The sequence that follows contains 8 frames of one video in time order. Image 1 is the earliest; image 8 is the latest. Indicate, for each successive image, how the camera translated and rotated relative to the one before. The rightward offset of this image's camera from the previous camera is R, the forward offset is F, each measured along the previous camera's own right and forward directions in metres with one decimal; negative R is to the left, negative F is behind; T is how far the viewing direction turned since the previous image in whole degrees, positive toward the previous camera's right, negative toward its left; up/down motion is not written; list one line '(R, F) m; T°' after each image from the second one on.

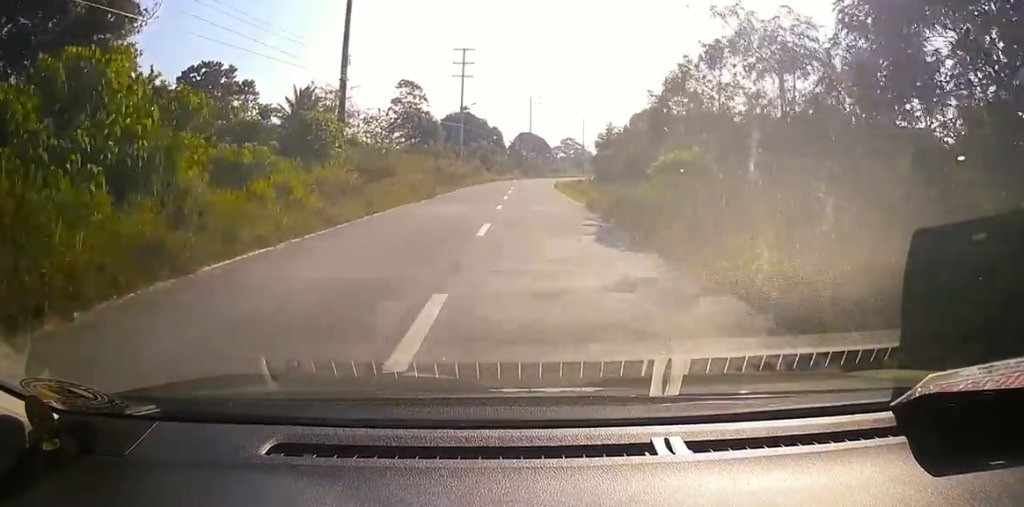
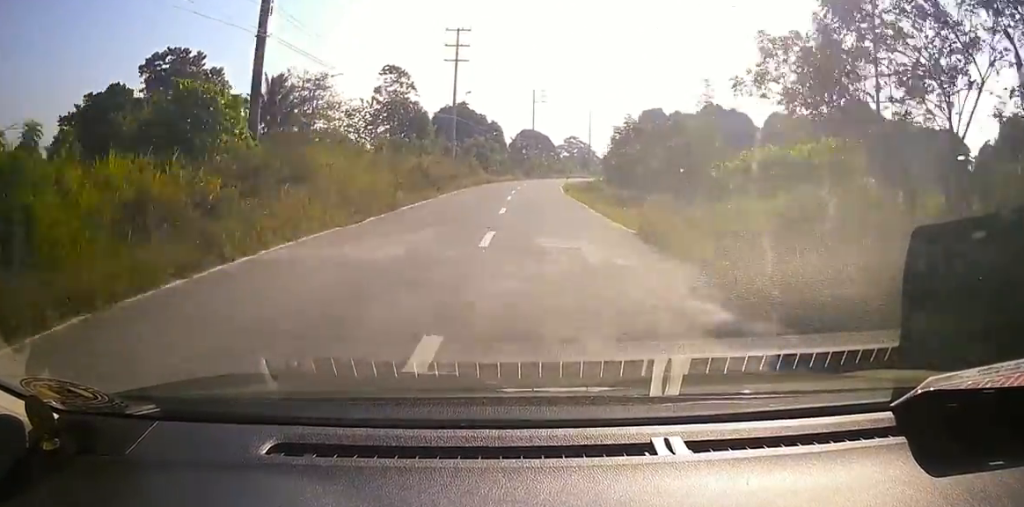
(0.0, +10.6) m; +1°
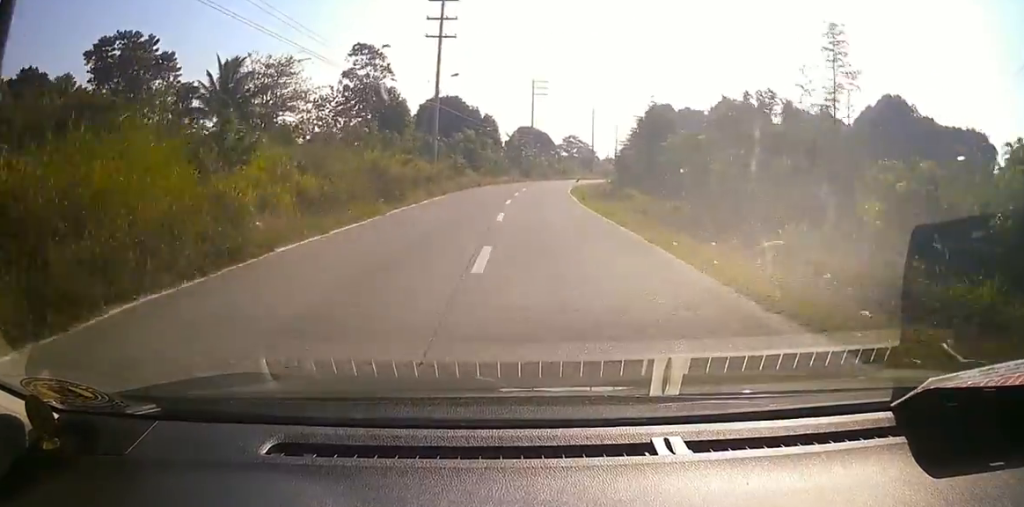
(+0.2, +11.6) m; 0°
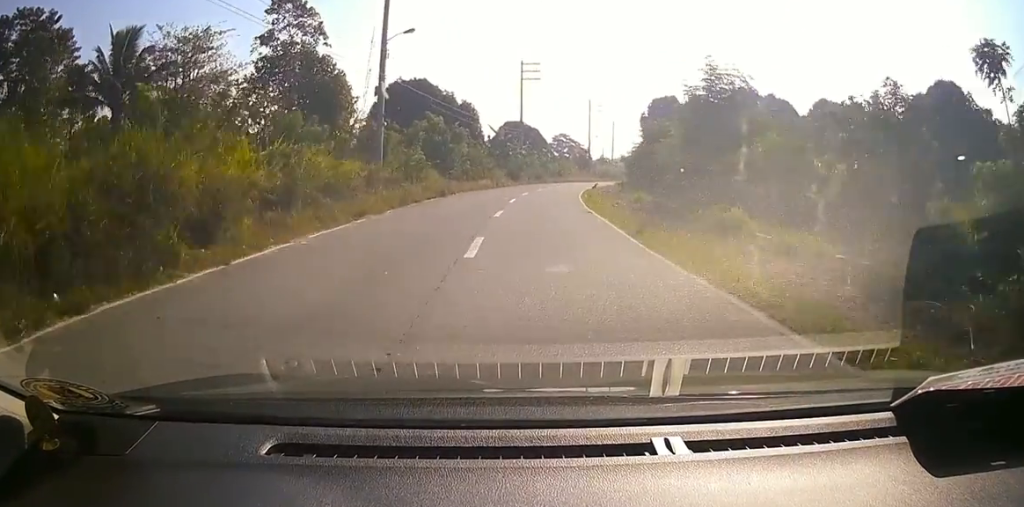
(-0.8, +16.3) m; -4°
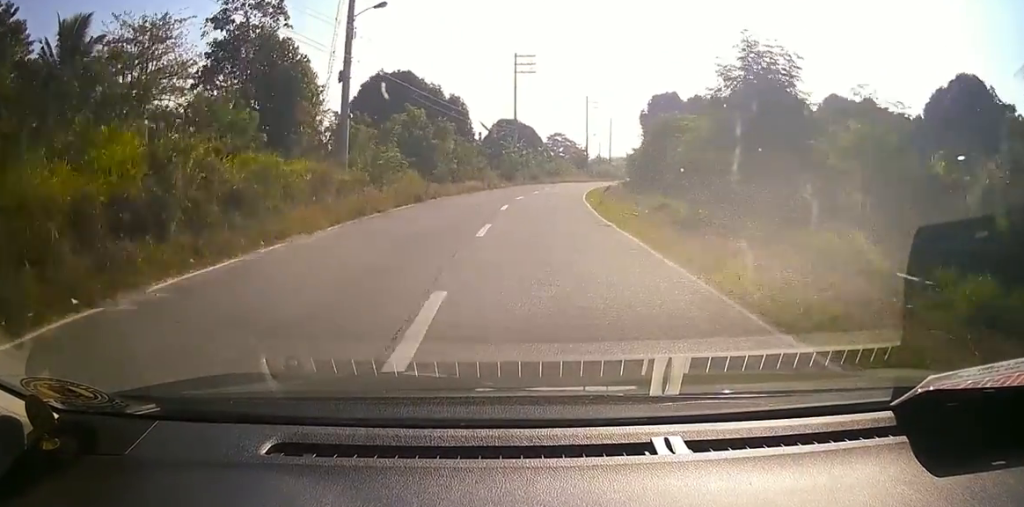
(-0.8, +6.3) m; +1°
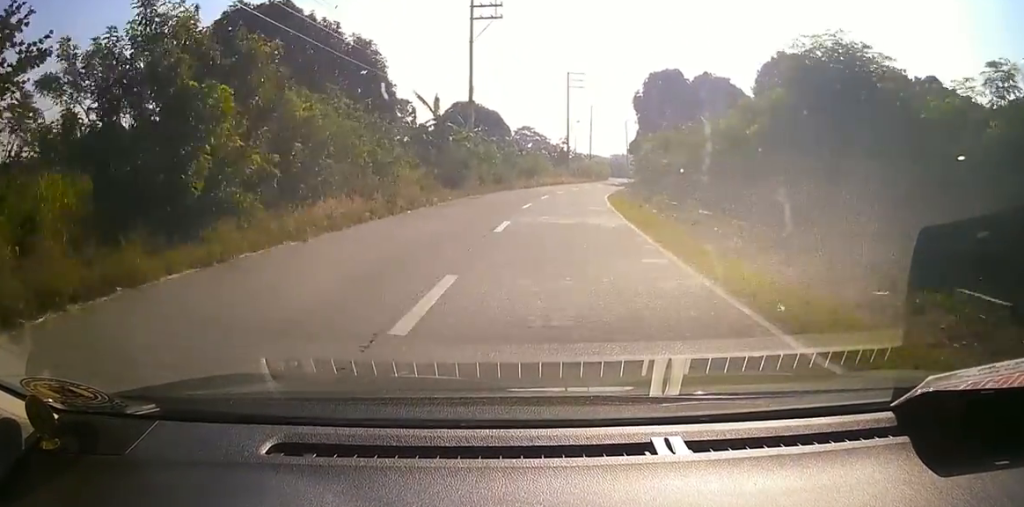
(+3.6, +26.6) m; +12°
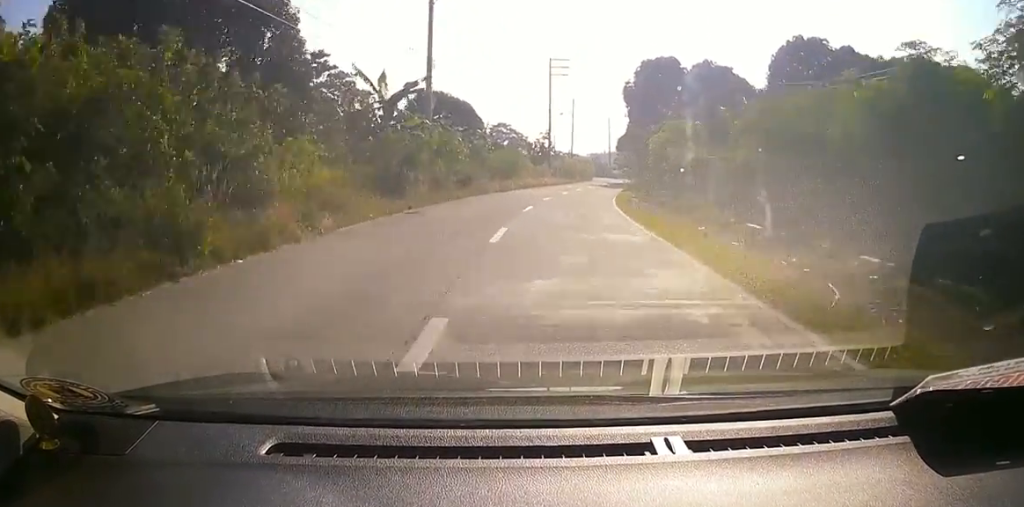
(+0.7, +11.7) m; +3°
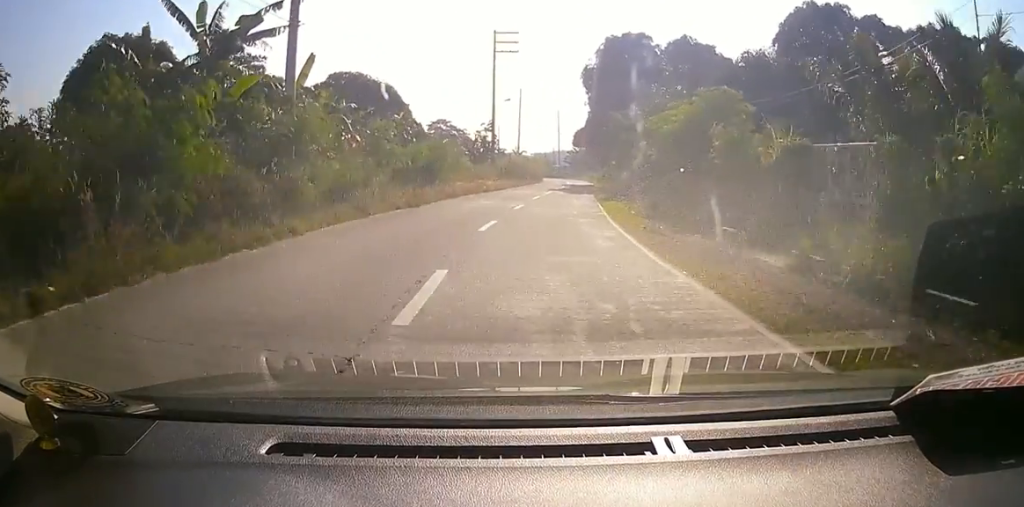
(+0.2, +15.4) m; +1°
